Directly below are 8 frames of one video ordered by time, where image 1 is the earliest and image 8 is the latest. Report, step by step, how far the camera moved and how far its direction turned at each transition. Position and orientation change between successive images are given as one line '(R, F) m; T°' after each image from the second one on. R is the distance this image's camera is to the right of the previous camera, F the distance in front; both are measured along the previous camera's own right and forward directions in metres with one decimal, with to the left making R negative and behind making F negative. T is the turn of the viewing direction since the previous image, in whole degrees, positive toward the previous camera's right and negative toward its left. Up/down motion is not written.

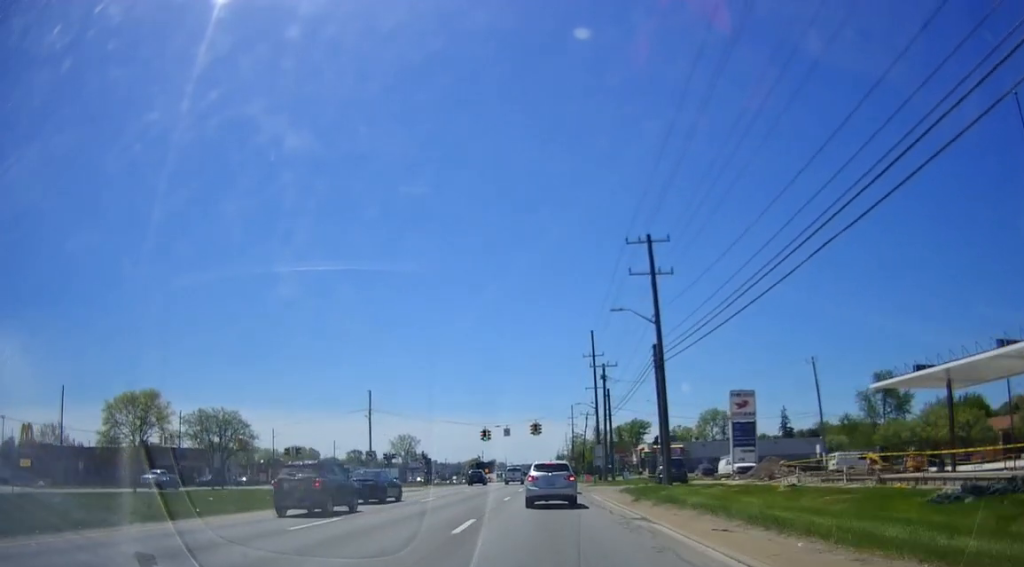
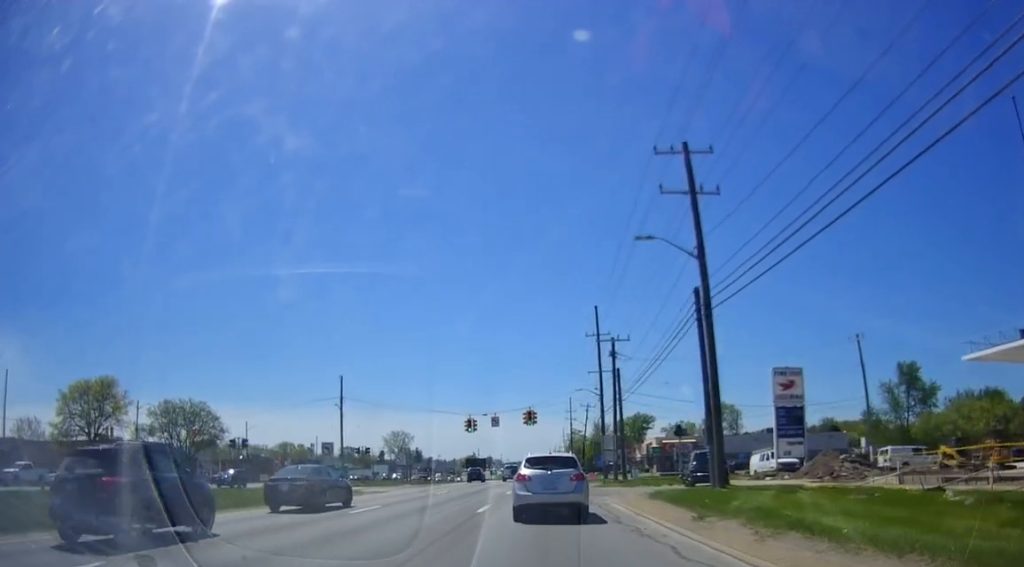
(-0.2, +12.5) m; -2°
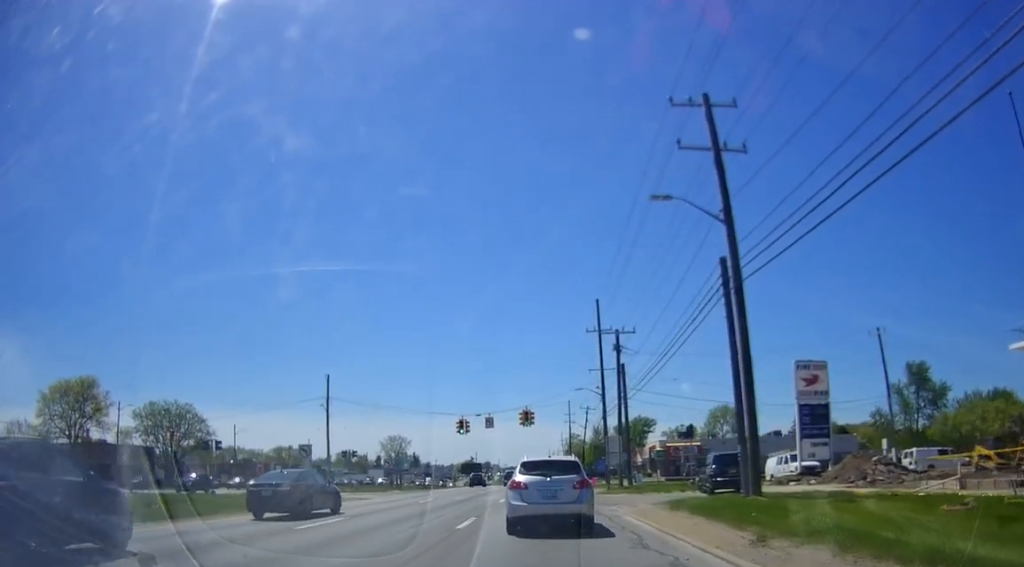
(-0.2, +6.4) m; -1°
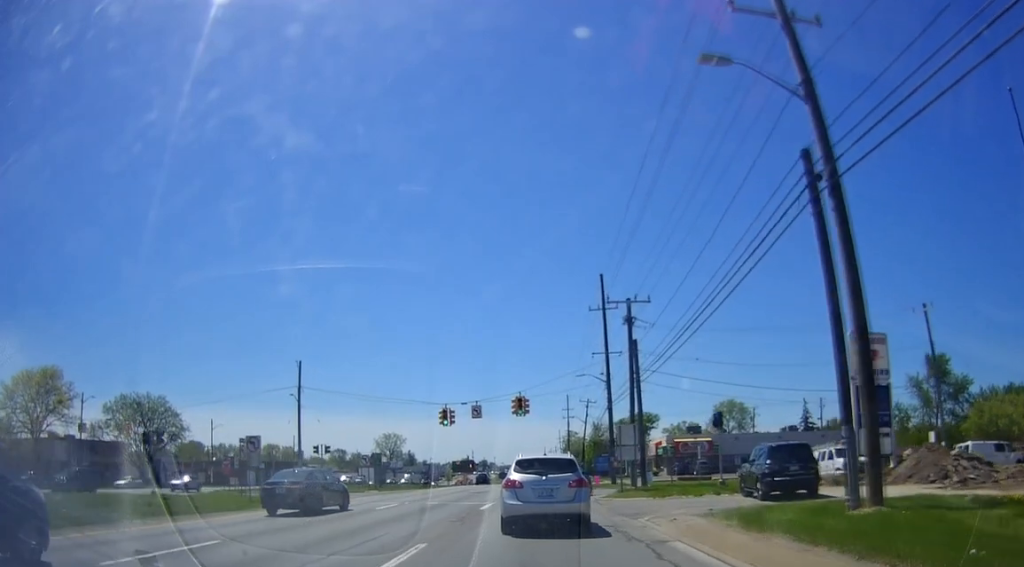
(-0.2, +10.7) m; -3°
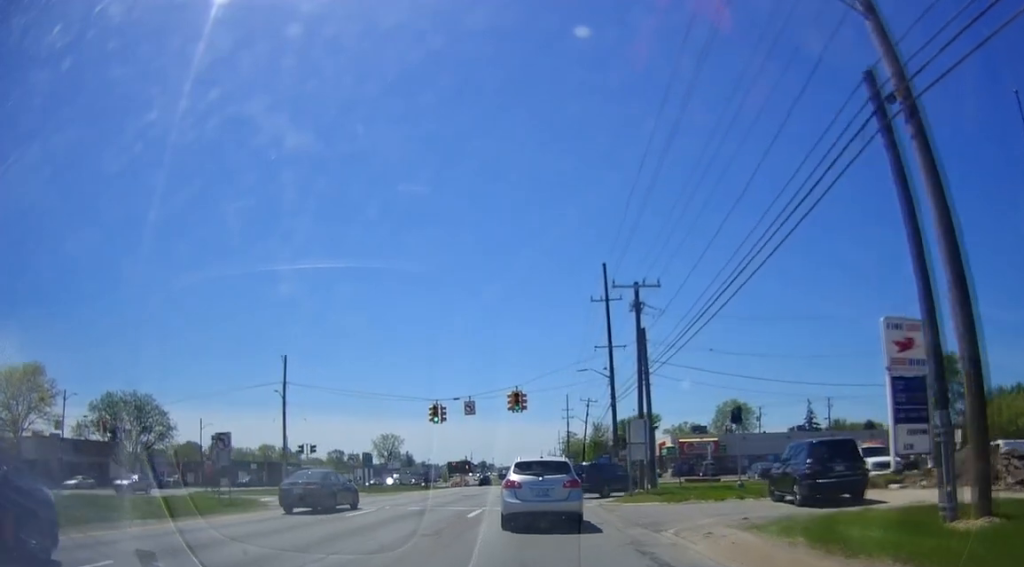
(-0.3, +4.3) m; +1°
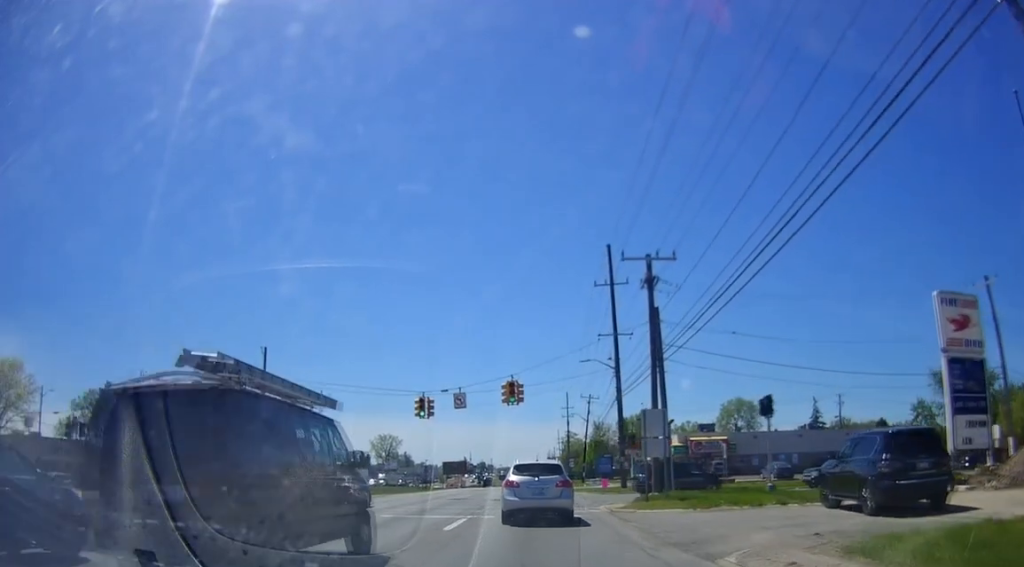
(+0.5, +4.9) m; +4°
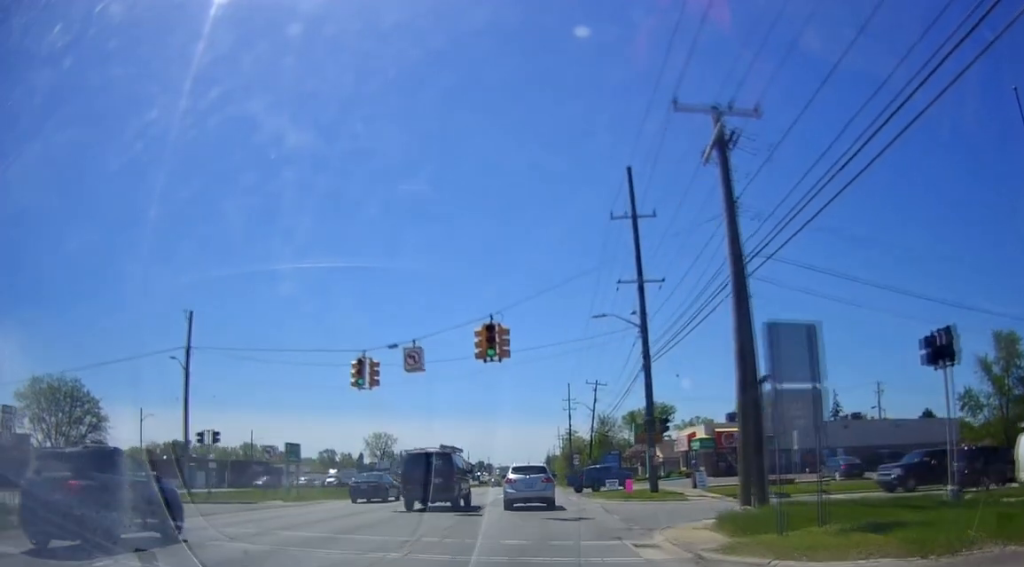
(-0.7, +12.8) m; -4°
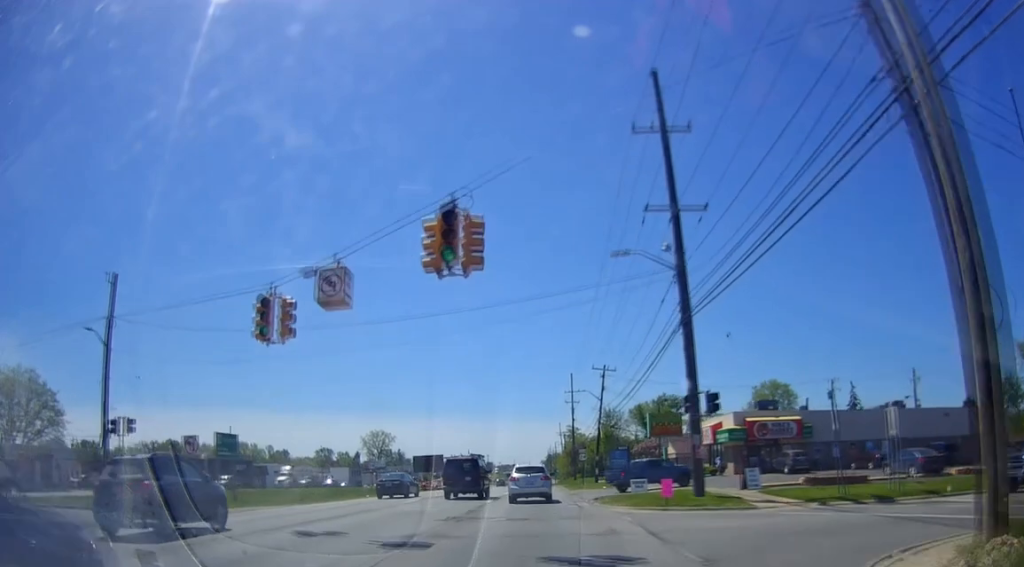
(+0.3, +8.8) m; +4°
